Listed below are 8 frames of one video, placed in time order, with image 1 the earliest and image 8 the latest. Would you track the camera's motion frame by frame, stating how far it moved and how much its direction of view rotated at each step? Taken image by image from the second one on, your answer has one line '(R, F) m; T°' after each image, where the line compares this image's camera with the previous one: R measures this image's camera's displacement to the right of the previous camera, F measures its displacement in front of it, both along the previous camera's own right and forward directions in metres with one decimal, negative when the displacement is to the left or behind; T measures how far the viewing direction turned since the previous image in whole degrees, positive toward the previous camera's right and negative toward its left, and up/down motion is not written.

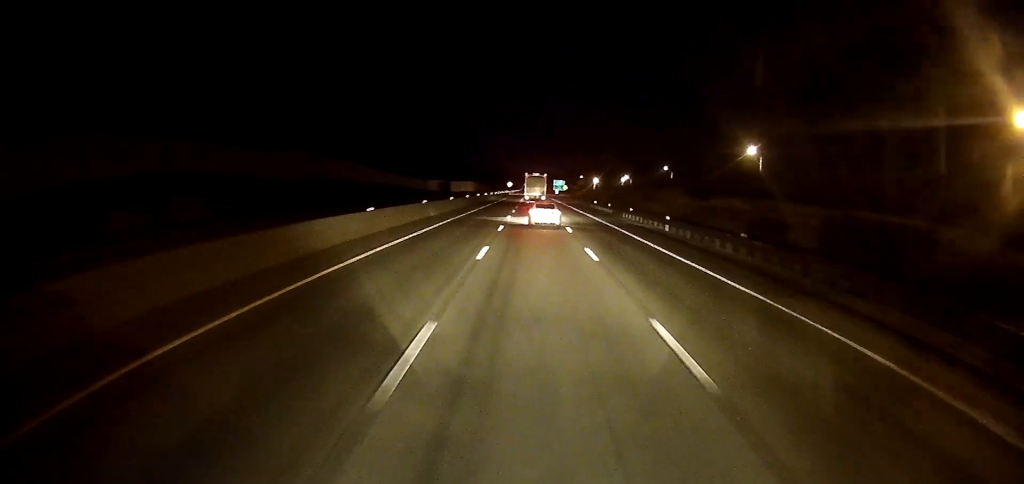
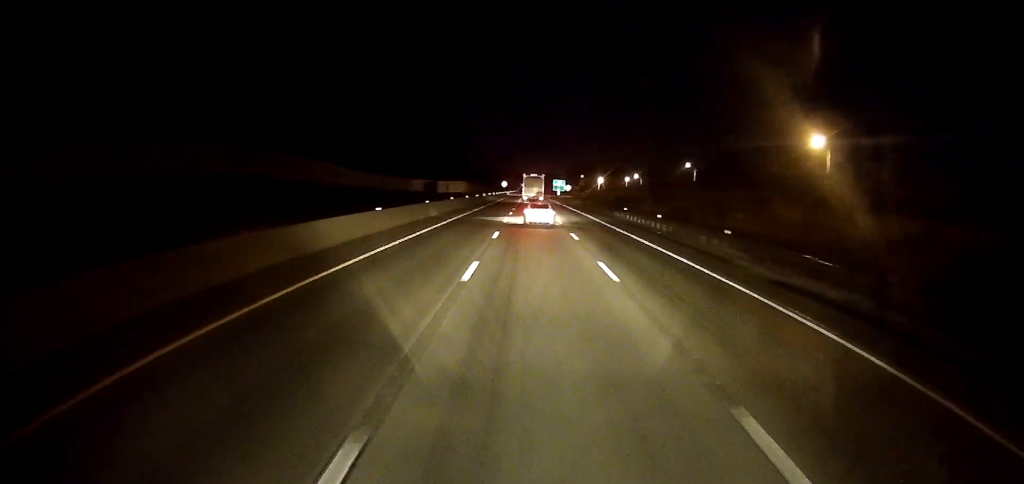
(0.0, +28.5) m; 0°
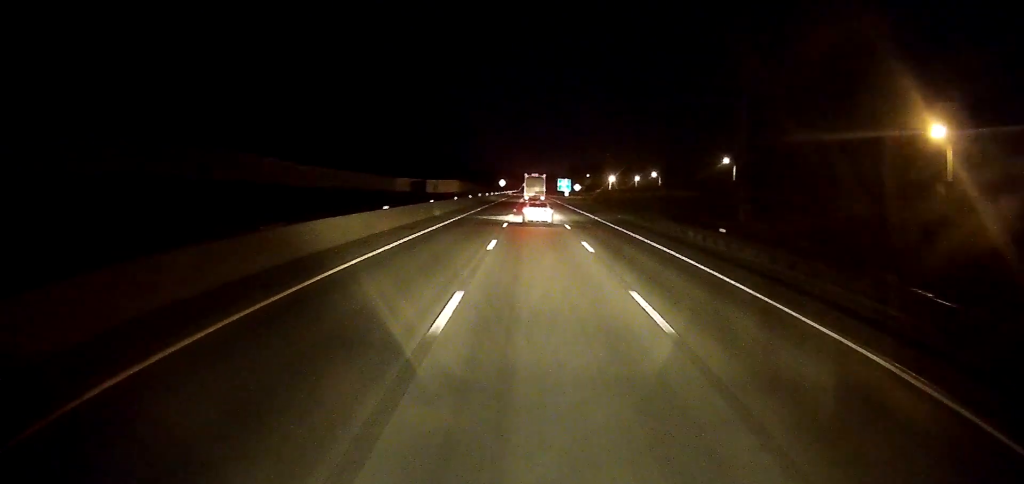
(+0.1, +29.4) m; +1°
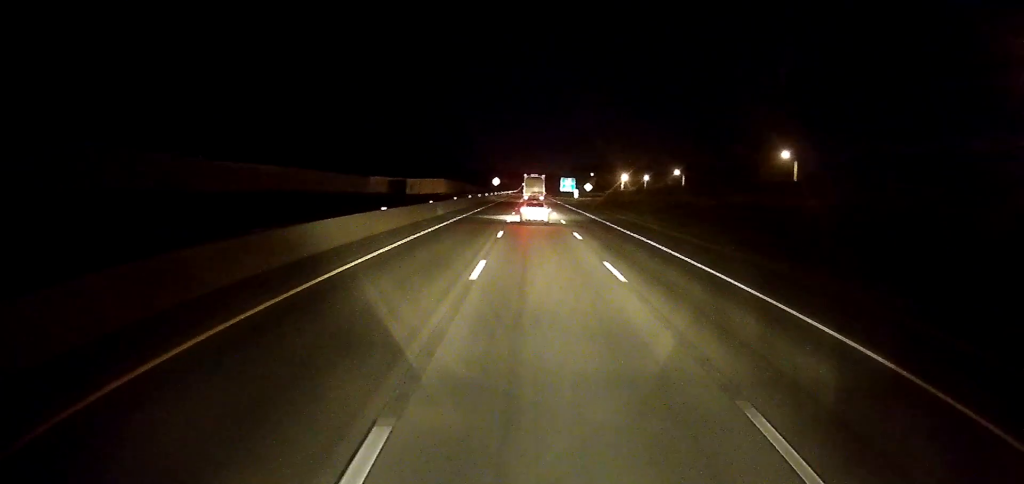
(+0.4, +31.1) m; 0°
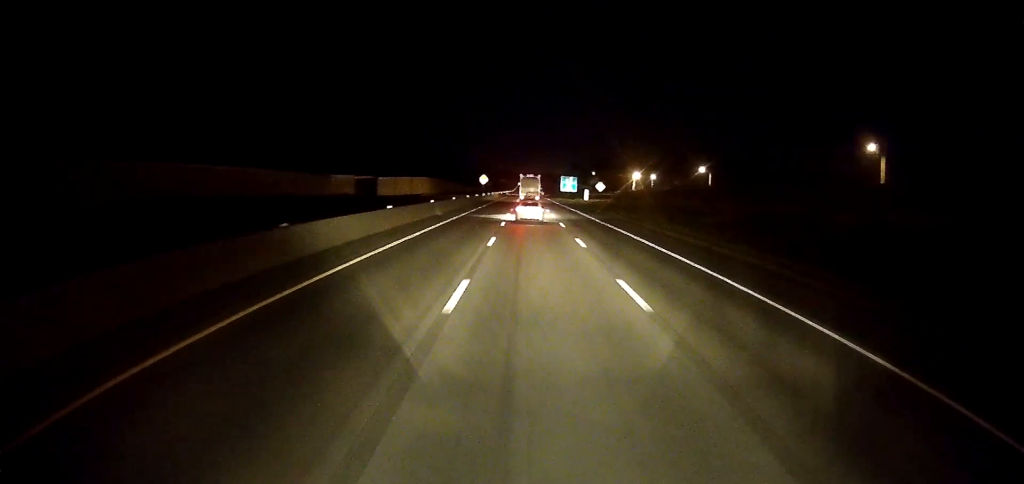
(-0.5, +28.2) m; -1°
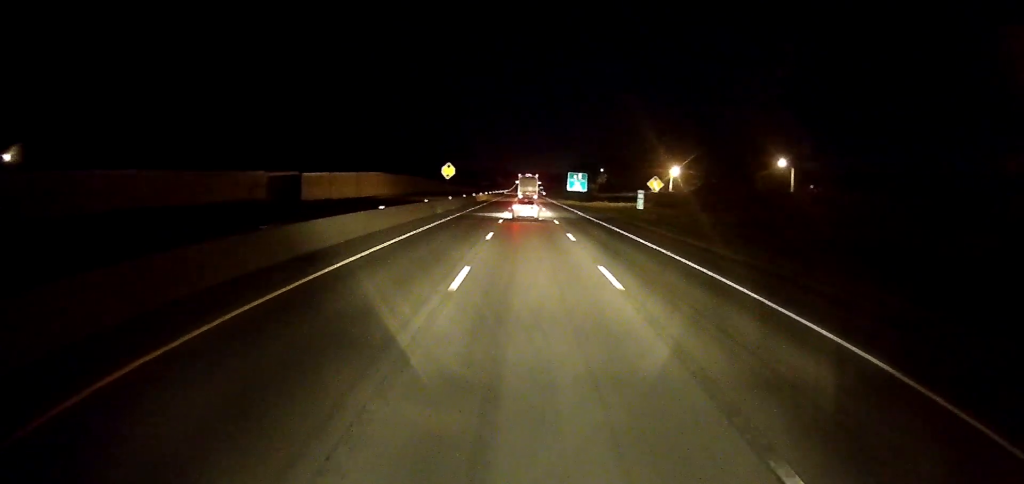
(0.0, +46.8) m; +1°
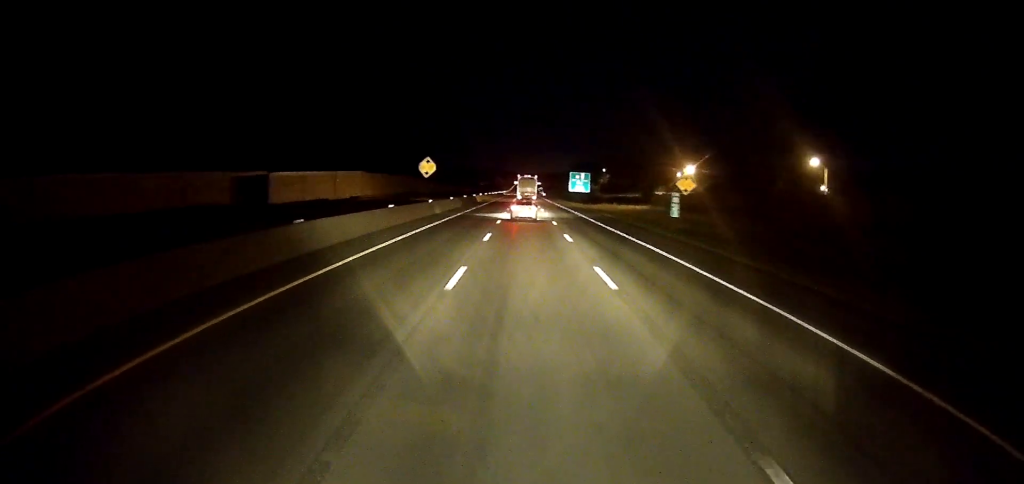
(+0.3, +12.2) m; 0°
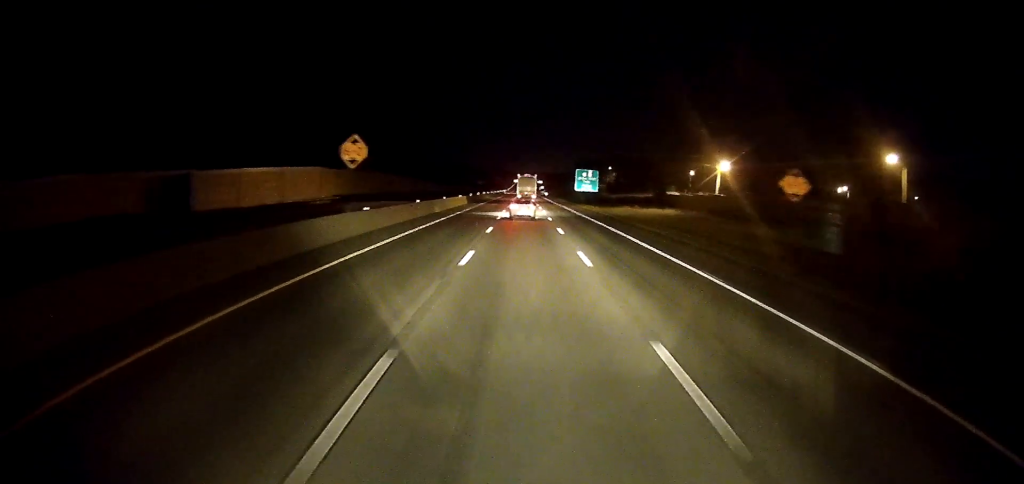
(+0.4, +20.6) m; 0°
